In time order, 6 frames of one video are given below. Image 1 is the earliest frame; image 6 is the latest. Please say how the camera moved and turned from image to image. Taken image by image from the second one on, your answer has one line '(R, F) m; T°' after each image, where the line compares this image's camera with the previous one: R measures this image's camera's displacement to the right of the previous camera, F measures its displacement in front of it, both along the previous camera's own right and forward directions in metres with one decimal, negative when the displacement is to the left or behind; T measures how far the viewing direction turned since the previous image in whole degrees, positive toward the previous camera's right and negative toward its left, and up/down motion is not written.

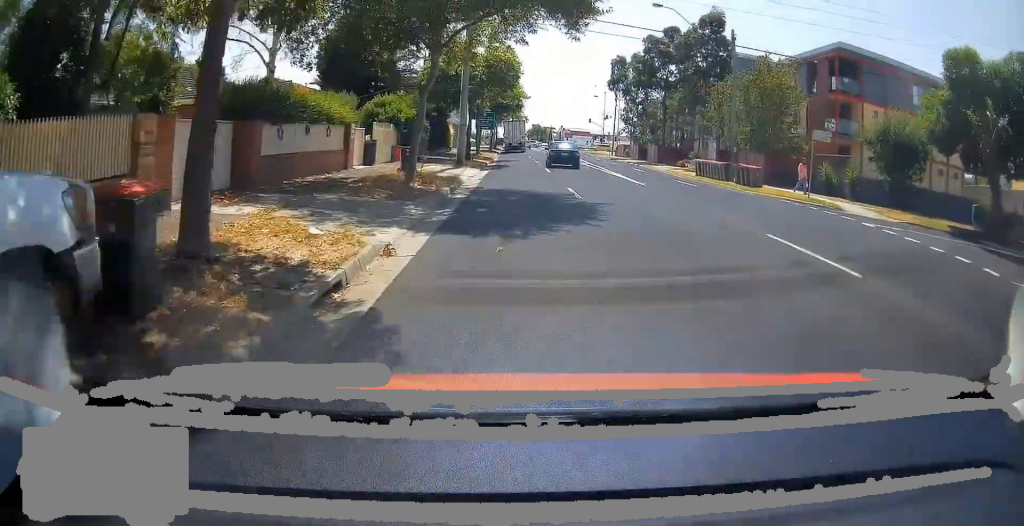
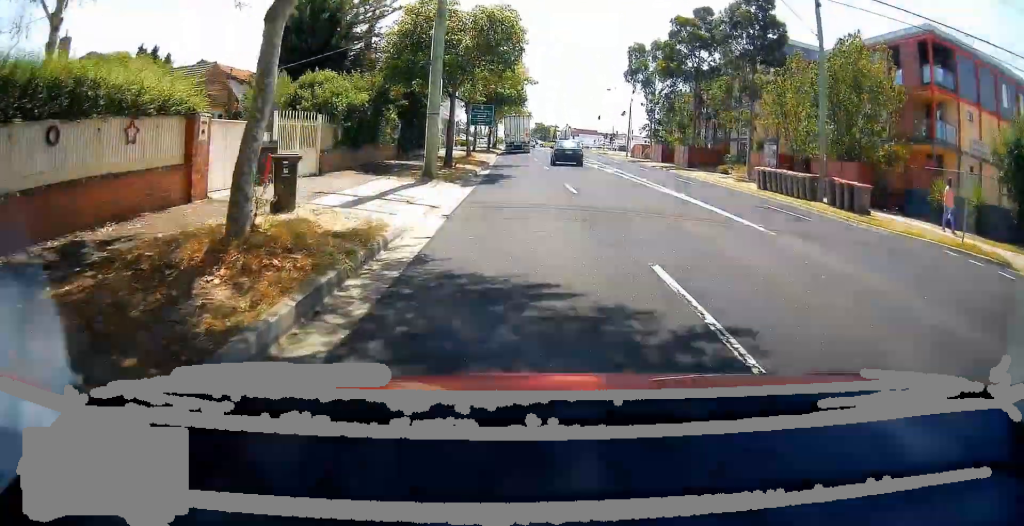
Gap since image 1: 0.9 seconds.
(+0.1, +12.1) m; +1°
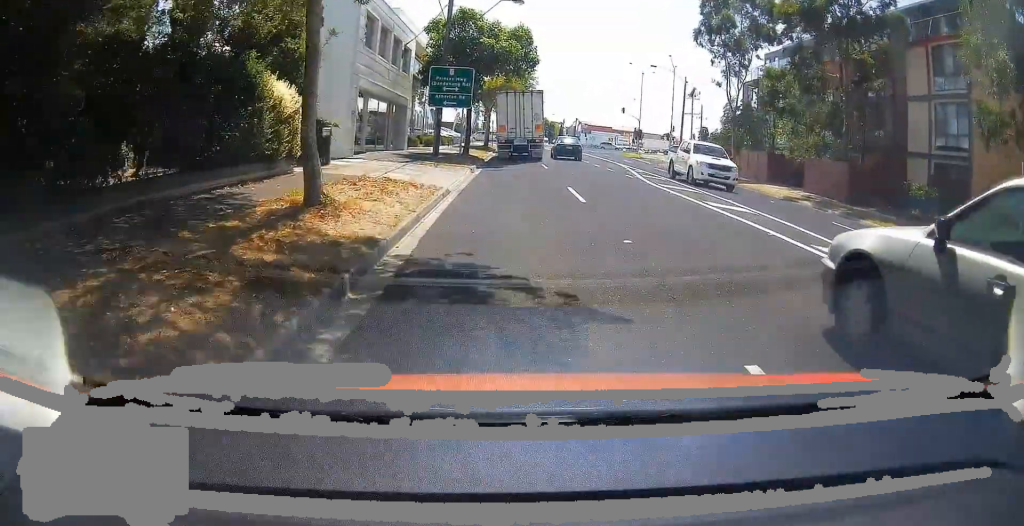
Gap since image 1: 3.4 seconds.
(+0.5, +34.6) m; +2°
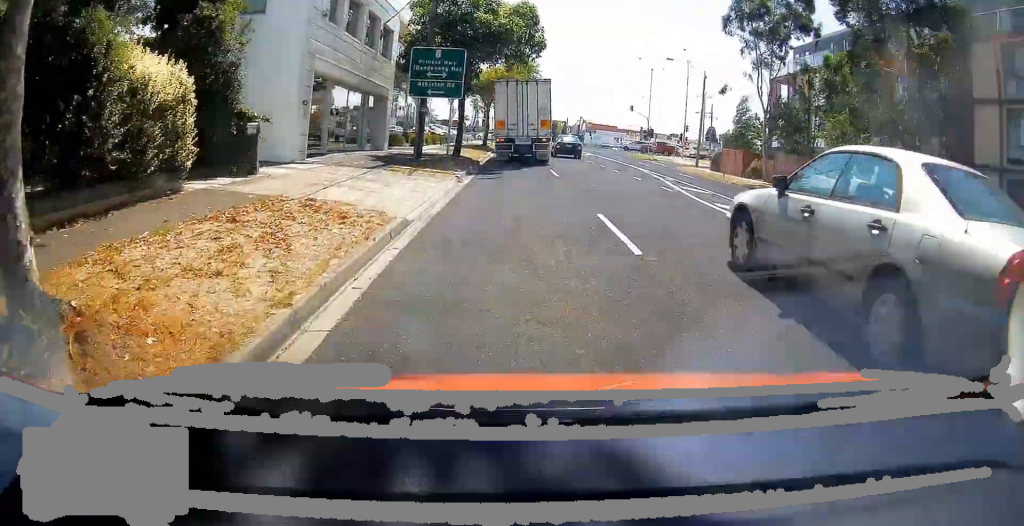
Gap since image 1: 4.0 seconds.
(+0.1, +6.8) m; +1°
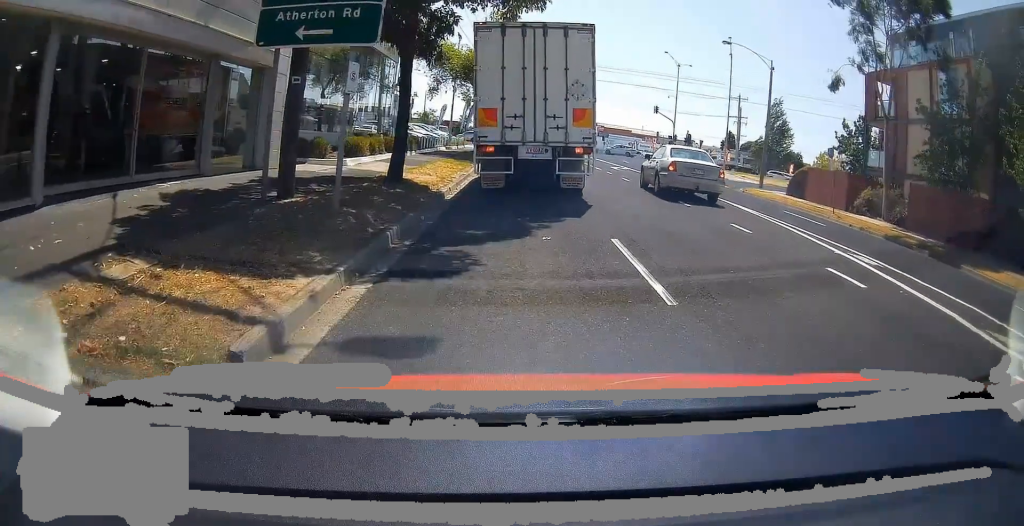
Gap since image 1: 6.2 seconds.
(+0.8, +20.5) m; +3°
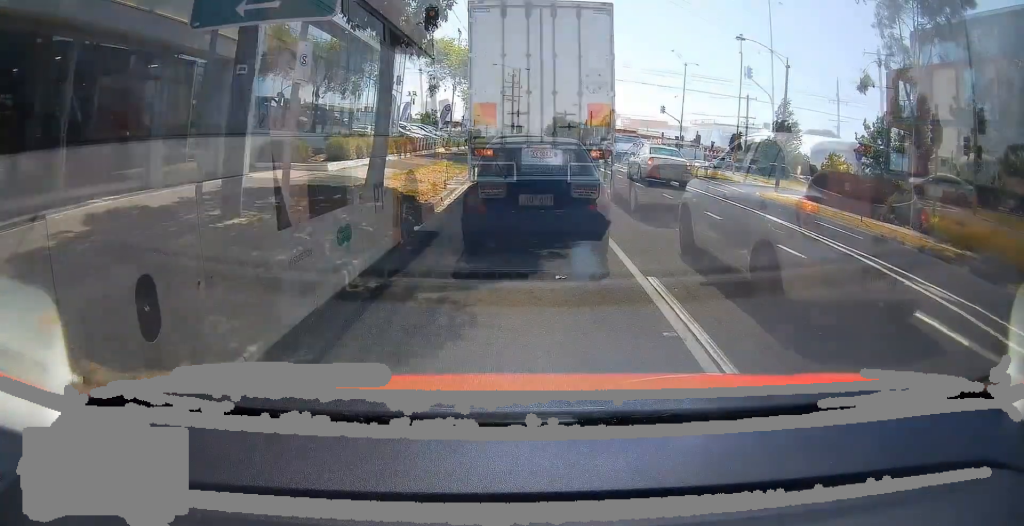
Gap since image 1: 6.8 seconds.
(0.0, +4.8) m; 0°
